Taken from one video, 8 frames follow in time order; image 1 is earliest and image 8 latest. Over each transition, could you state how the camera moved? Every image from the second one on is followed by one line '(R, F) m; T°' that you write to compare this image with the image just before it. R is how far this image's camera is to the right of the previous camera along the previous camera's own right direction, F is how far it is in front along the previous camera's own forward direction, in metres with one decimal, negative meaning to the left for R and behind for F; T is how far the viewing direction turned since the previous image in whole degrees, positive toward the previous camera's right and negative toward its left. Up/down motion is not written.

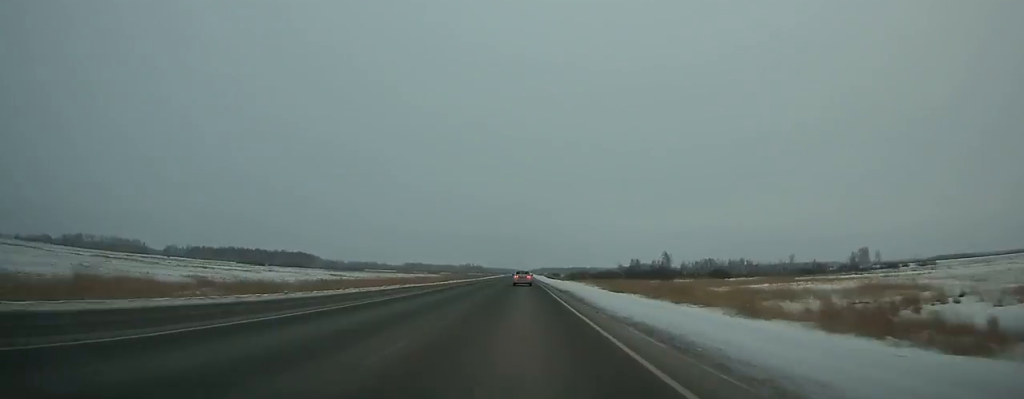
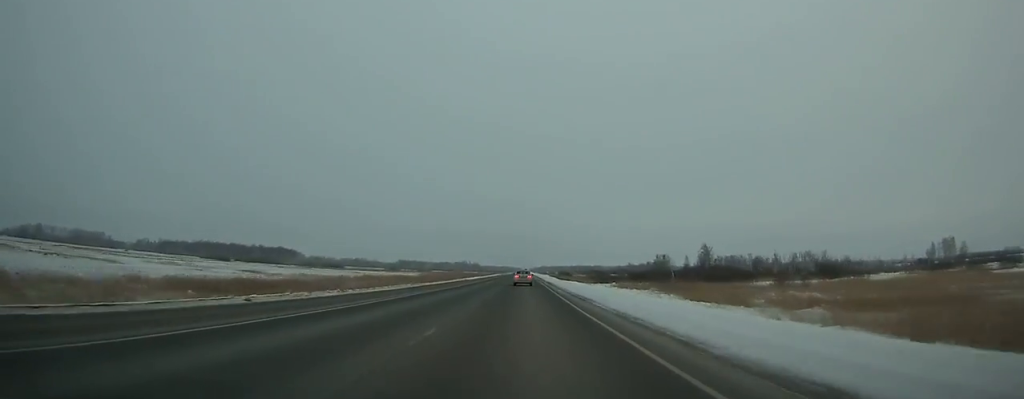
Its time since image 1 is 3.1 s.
(-0.1, +83.1) m; 0°
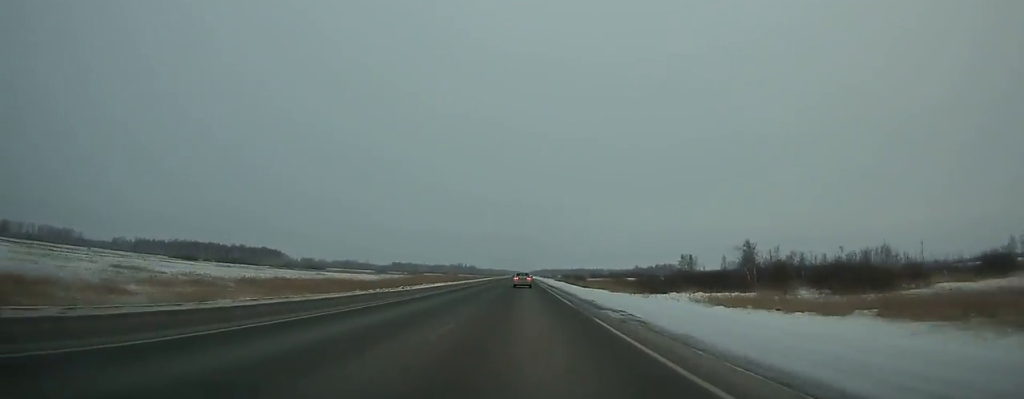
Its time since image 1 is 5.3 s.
(0.0, +58.8) m; 0°
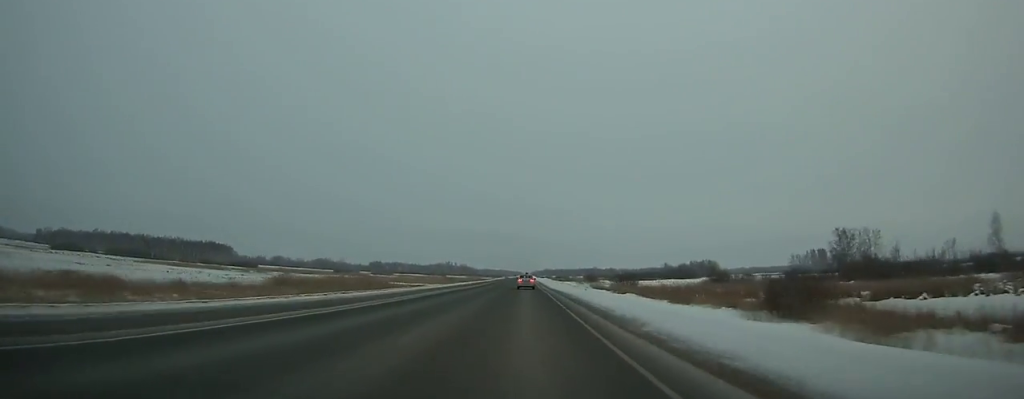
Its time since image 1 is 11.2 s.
(-0.1, +157.4) m; 0°
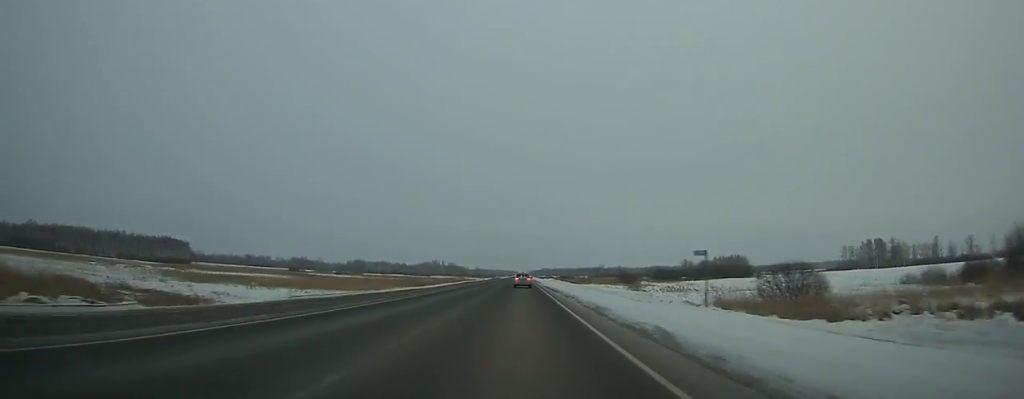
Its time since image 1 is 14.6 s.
(0.0, +90.7) m; 0°
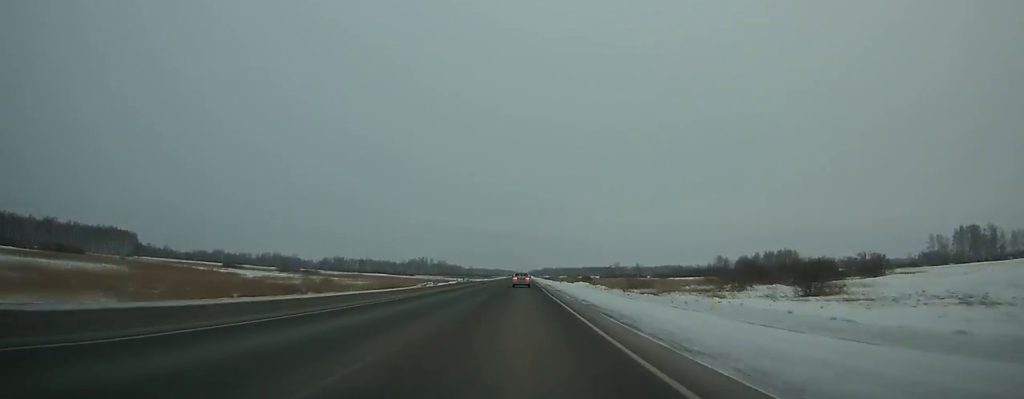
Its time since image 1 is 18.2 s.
(+0.3, +95.7) m; 0°
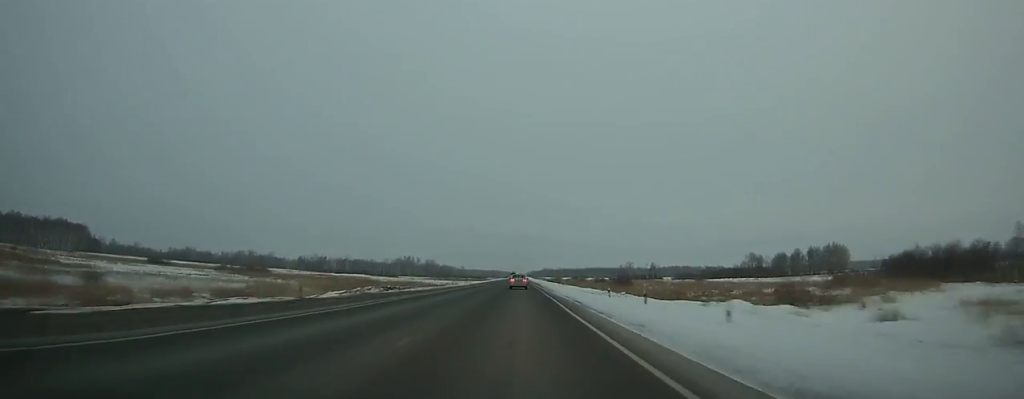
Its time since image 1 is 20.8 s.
(0.0, +68.8) m; 0°
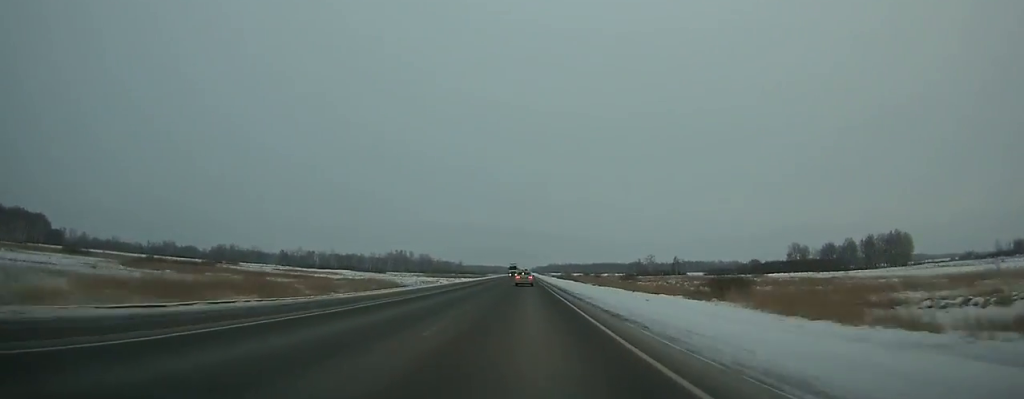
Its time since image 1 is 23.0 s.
(-0.1, +58.2) m; 0°
